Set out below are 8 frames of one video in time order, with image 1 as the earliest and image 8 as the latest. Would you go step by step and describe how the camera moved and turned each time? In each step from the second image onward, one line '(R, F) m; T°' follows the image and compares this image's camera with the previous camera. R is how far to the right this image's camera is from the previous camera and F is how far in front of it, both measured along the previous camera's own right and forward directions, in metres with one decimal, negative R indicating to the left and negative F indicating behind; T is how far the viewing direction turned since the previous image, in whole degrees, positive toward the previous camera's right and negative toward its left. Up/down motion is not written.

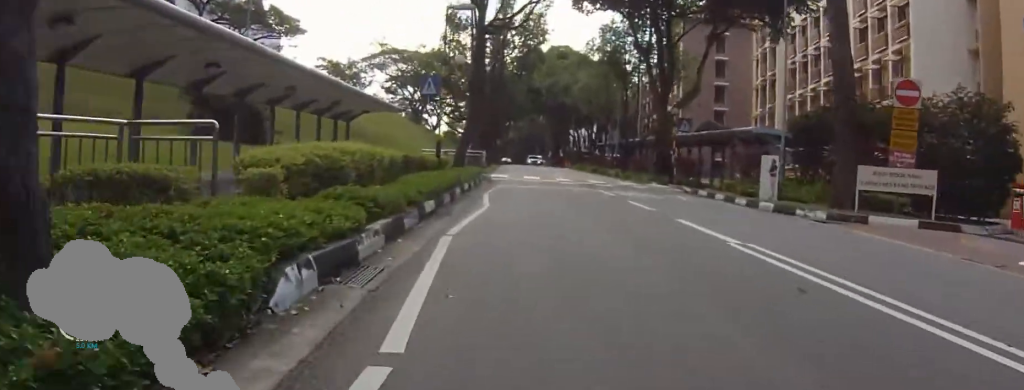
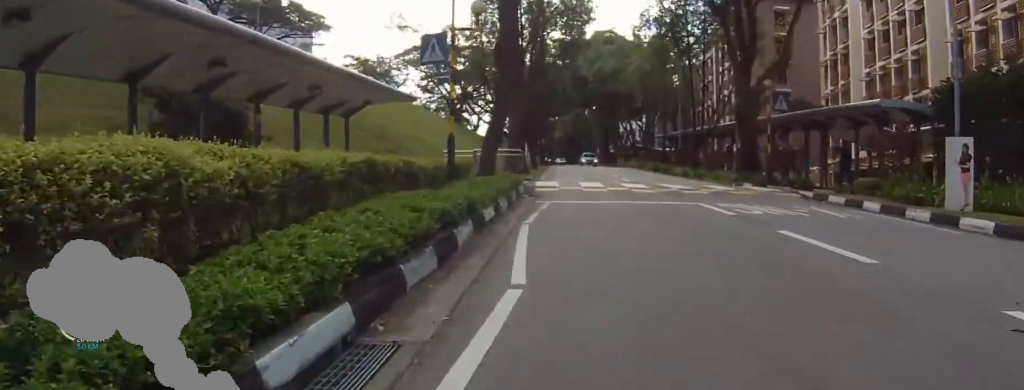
(0.0, +9.9) m; +4°
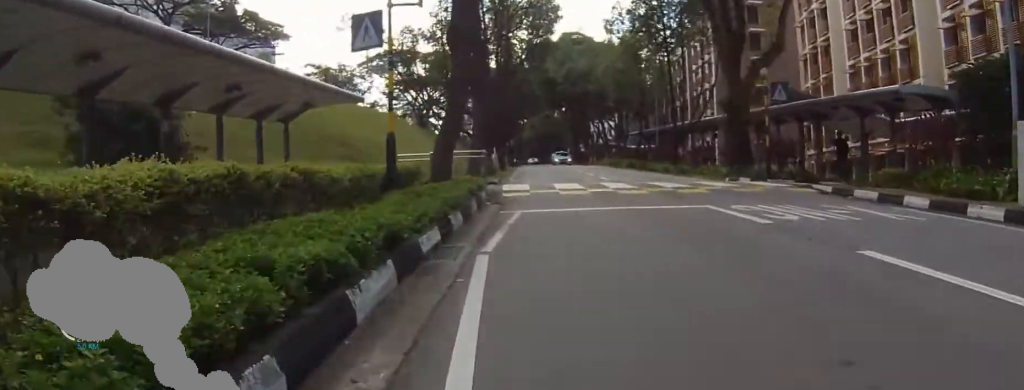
(-0.2, +4.2) m; +3°
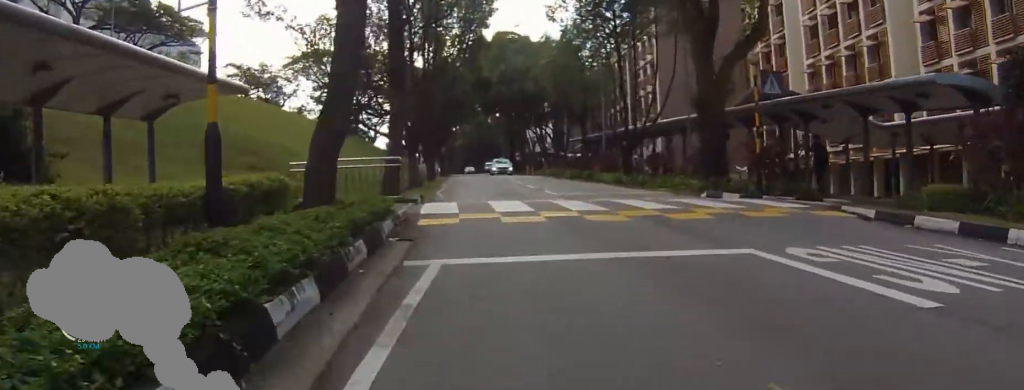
(+0.9, +5.6) m; -7°
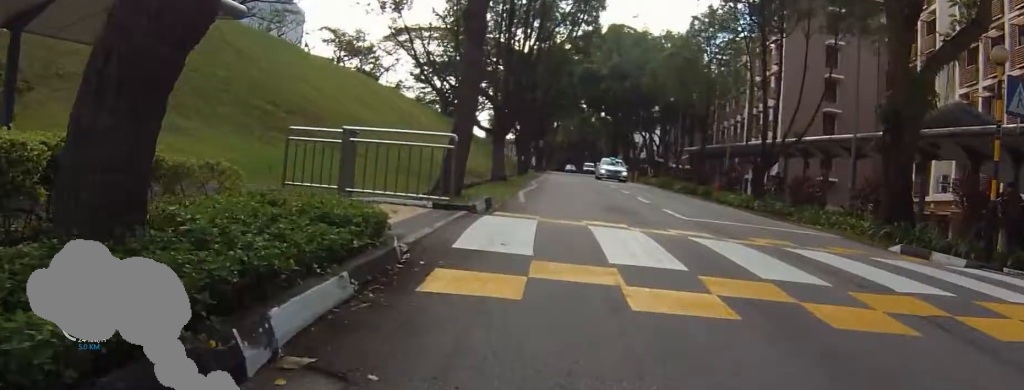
(-1.7, +6.4) m; -16°
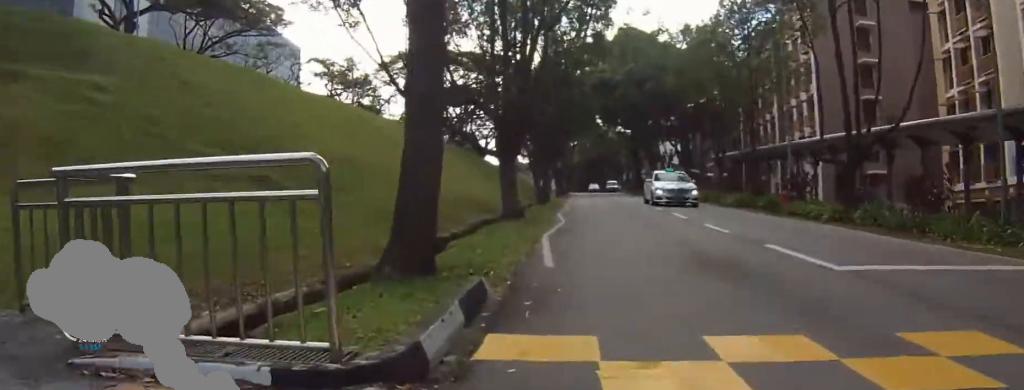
(-0.1, +6.2) m; +11°
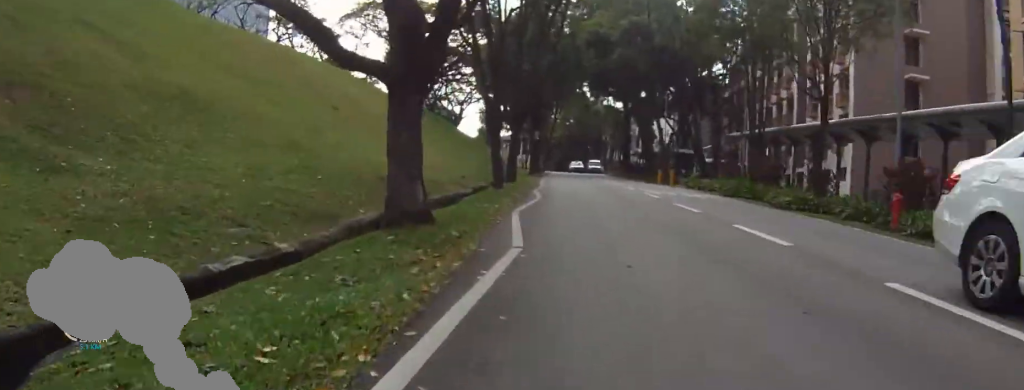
(+1.2, +9.7) m; +6°
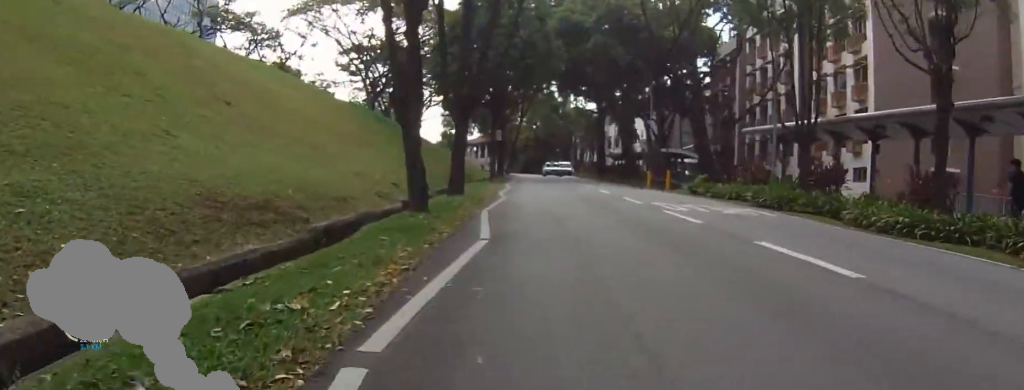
(+0.4, +7.6) m; +7°
